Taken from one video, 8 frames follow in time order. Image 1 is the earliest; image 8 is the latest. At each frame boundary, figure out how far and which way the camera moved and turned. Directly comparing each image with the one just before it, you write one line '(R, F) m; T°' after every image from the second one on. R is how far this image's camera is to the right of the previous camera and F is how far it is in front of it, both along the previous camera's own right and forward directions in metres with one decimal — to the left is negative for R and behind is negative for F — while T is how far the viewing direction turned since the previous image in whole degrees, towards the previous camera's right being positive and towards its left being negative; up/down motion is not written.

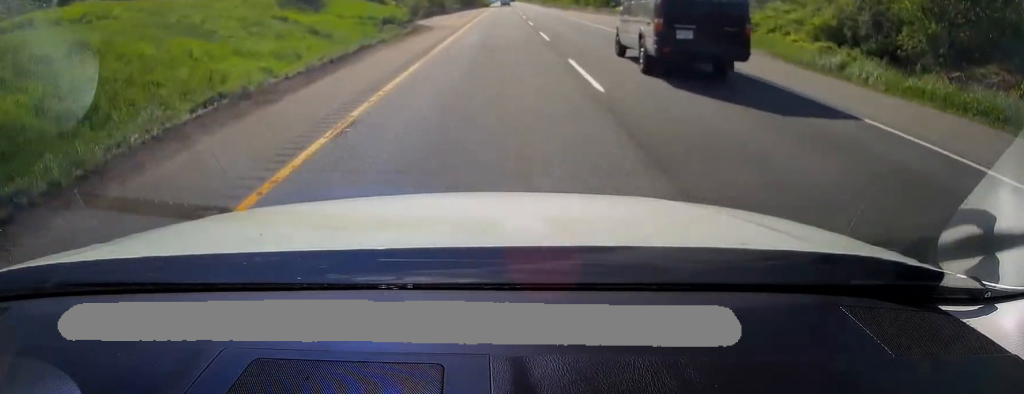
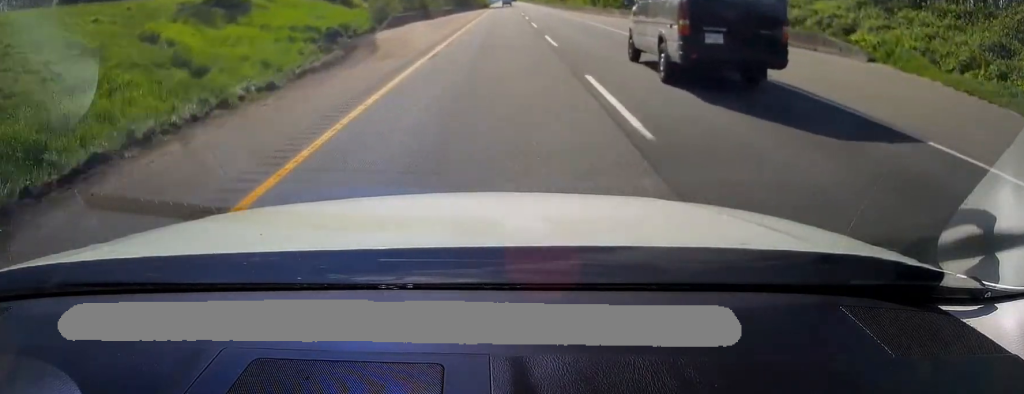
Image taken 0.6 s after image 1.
(0.0, +16.7) m; 0°
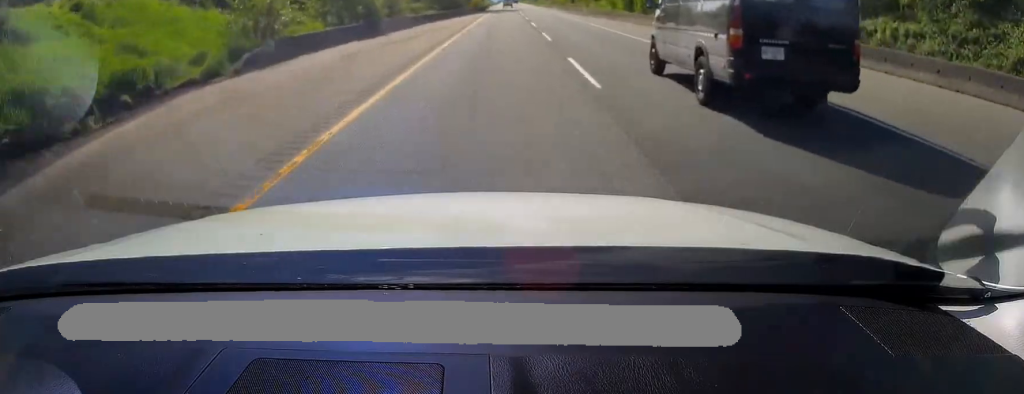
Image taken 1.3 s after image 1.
(0.0, +22.6) m; 0°
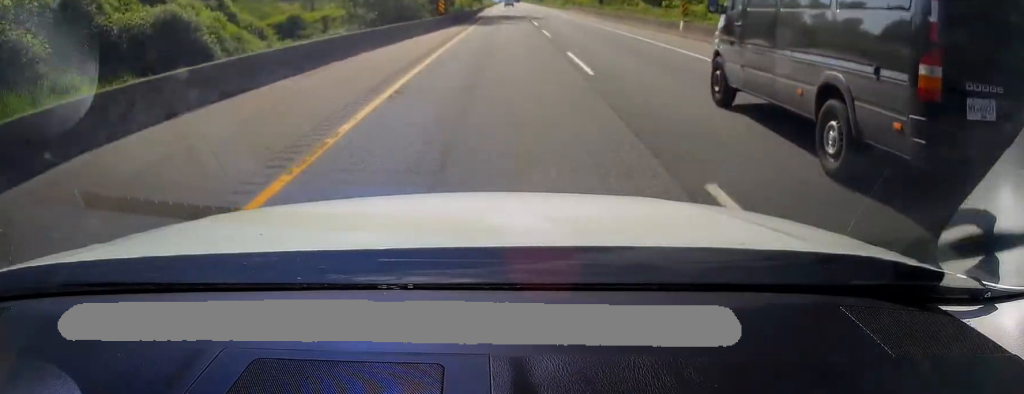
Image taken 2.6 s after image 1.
(-0.3, +37.5) m; 0°
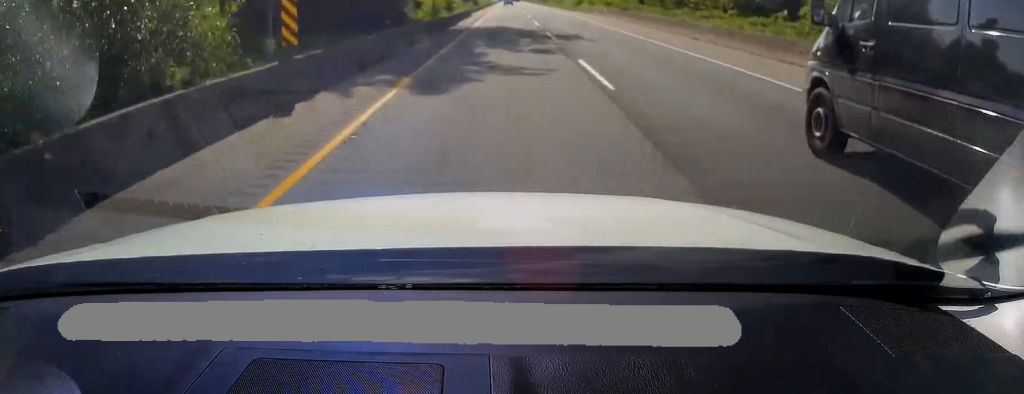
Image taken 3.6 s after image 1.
(+0.3, +28.5) m; +1°
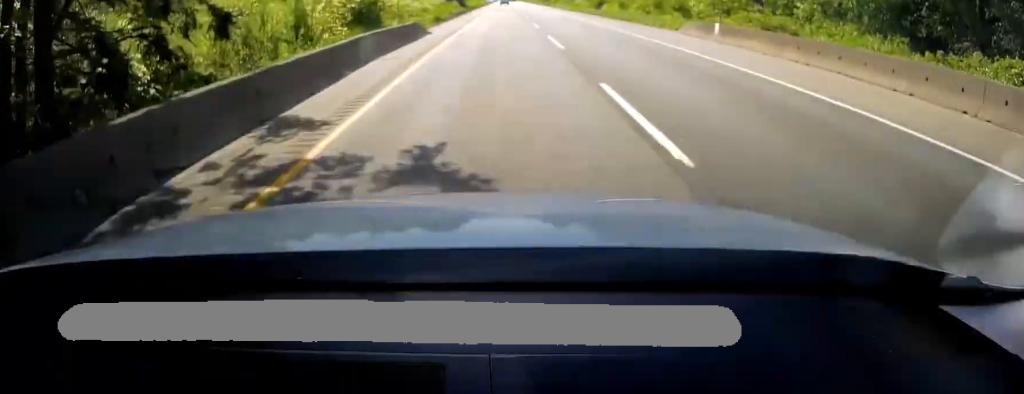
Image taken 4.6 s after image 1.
(+0.1, +31.4) m; 0°
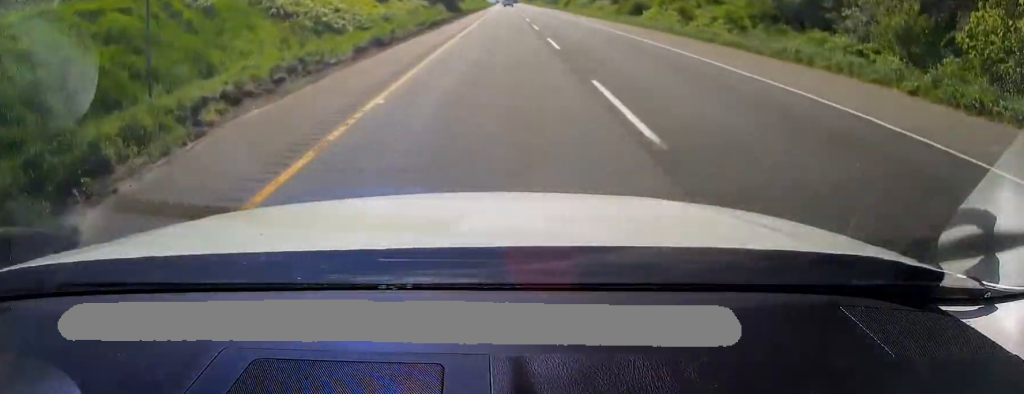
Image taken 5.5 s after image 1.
(0.0, +25.4) m; 0°
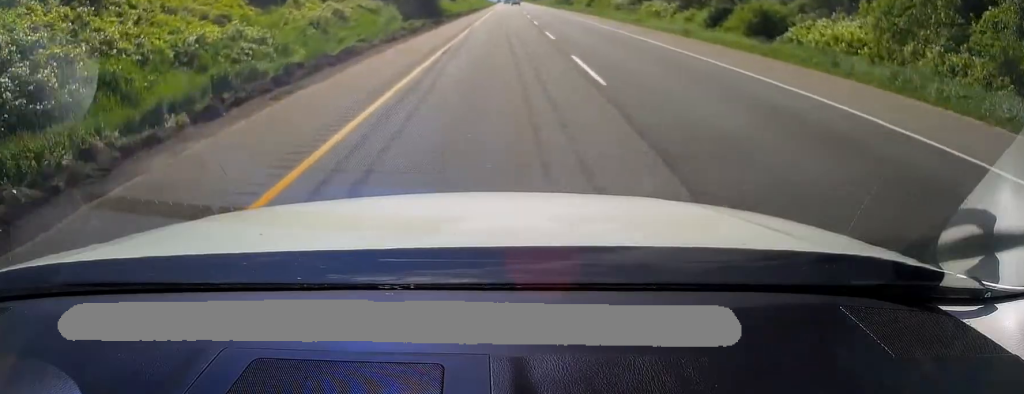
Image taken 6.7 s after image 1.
(-0.1, +34.1) m; -1°
